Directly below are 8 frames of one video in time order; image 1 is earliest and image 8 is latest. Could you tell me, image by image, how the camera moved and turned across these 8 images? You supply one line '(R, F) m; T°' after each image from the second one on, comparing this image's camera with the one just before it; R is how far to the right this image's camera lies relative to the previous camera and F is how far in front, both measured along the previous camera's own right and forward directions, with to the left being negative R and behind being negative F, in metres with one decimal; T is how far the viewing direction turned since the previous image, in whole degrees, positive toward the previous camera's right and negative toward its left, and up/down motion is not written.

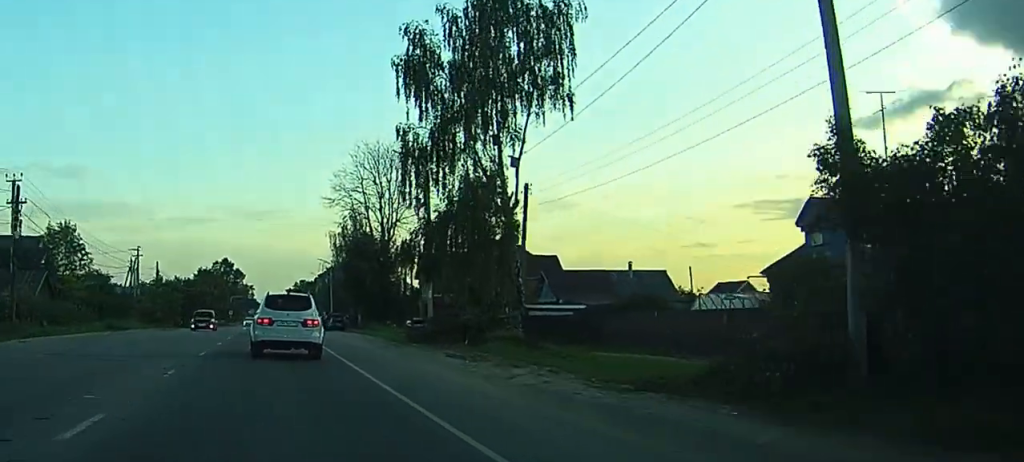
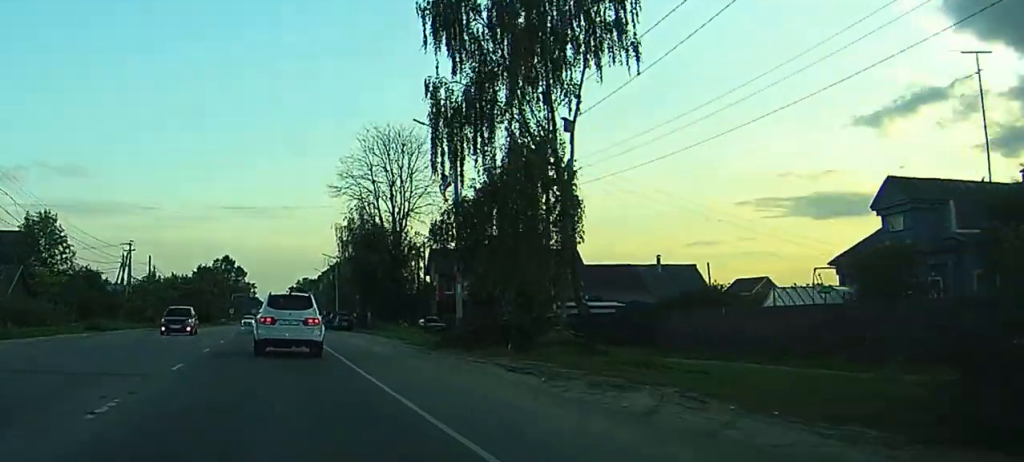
(0.0, +5.9) m; +1°
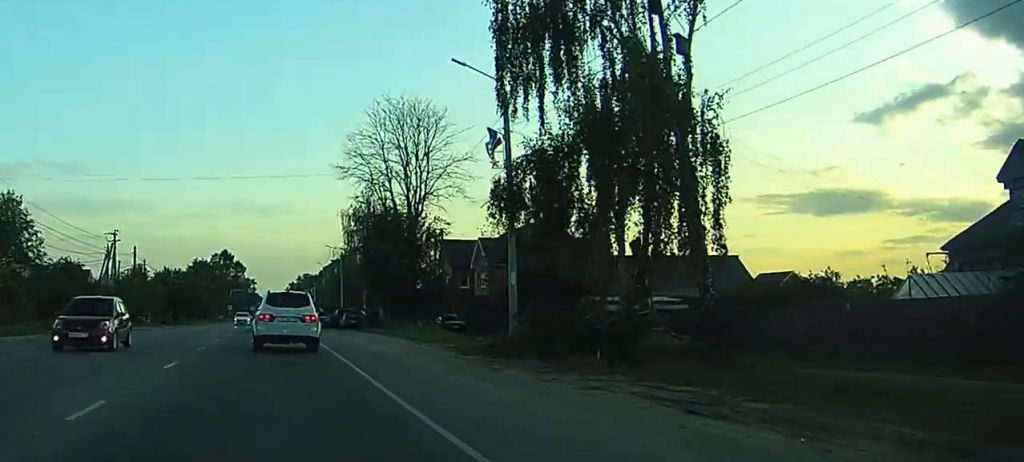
(+0.2, +7.8) m; +1°
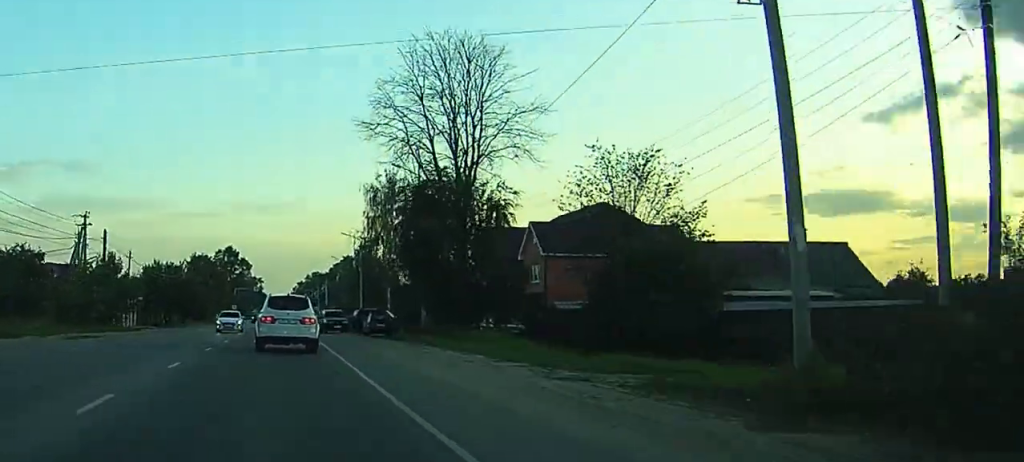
(-0.1, +14.4) m; -2°
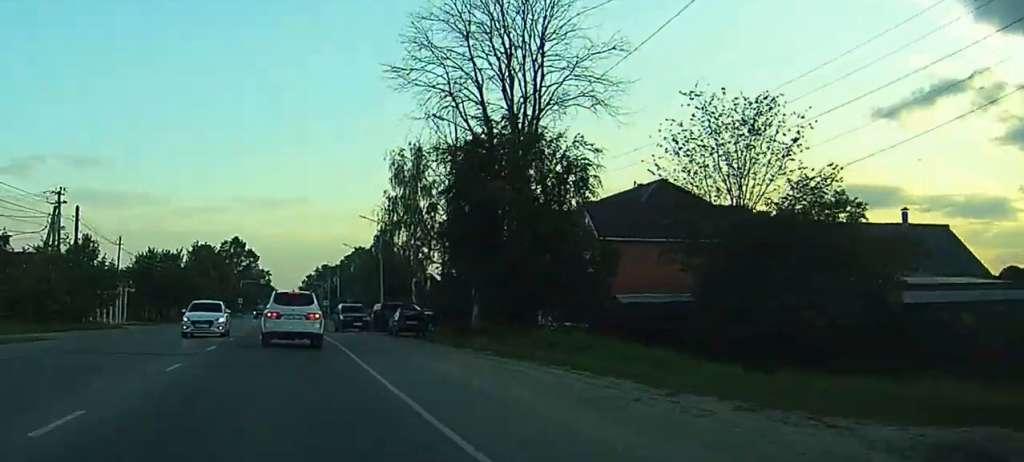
(-0.3, +9.7) m; -1°
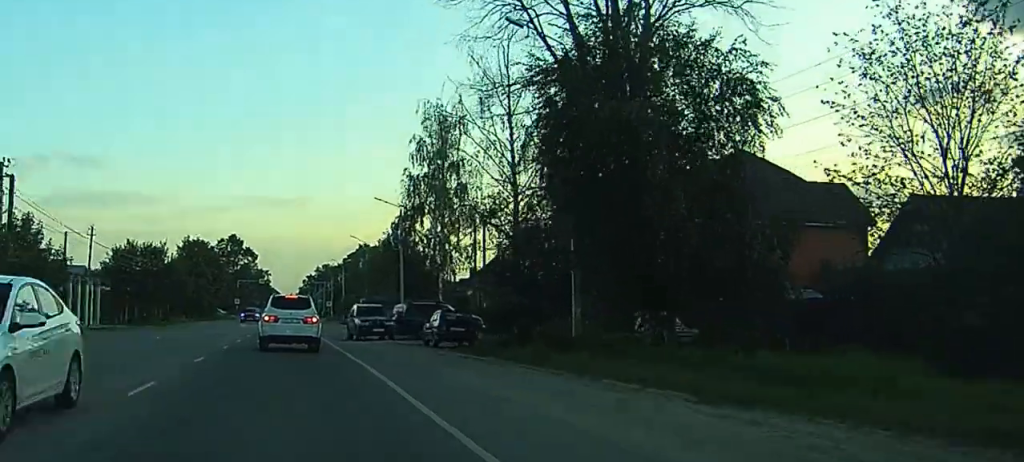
(+0.3, +11.6) m; +1°
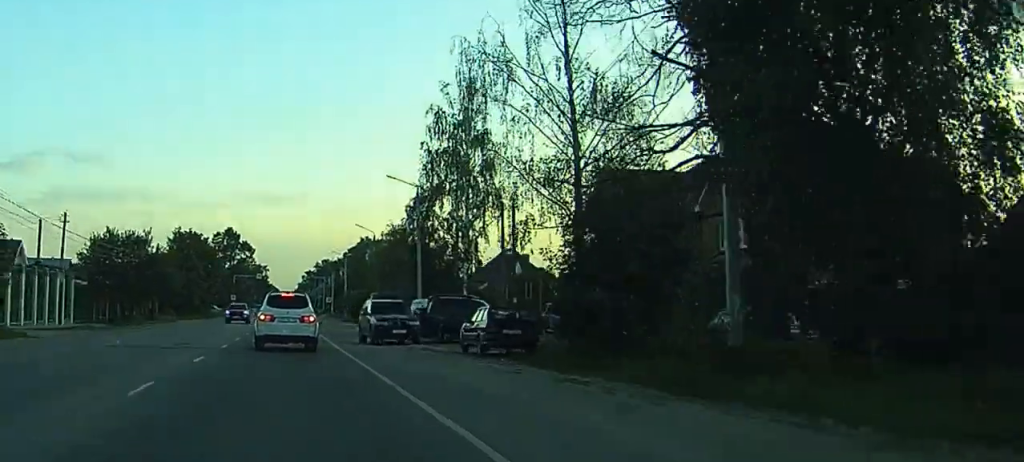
(0.0, +8.0) m; 0°
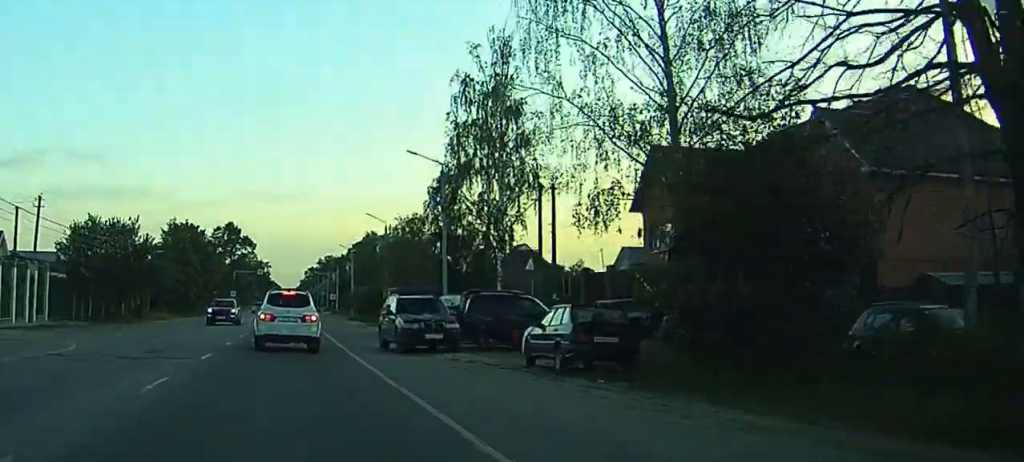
(0.0, +7.2) m; 0°
